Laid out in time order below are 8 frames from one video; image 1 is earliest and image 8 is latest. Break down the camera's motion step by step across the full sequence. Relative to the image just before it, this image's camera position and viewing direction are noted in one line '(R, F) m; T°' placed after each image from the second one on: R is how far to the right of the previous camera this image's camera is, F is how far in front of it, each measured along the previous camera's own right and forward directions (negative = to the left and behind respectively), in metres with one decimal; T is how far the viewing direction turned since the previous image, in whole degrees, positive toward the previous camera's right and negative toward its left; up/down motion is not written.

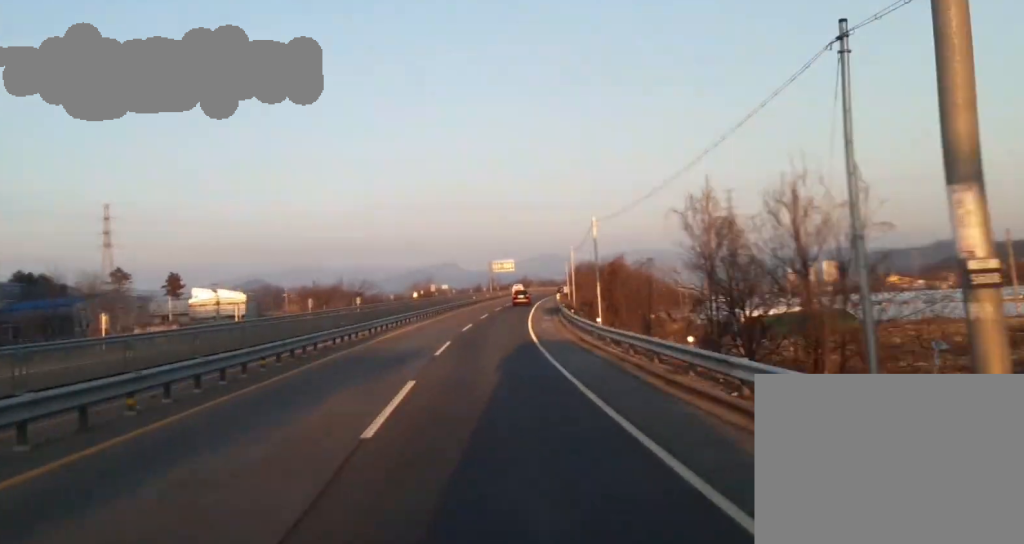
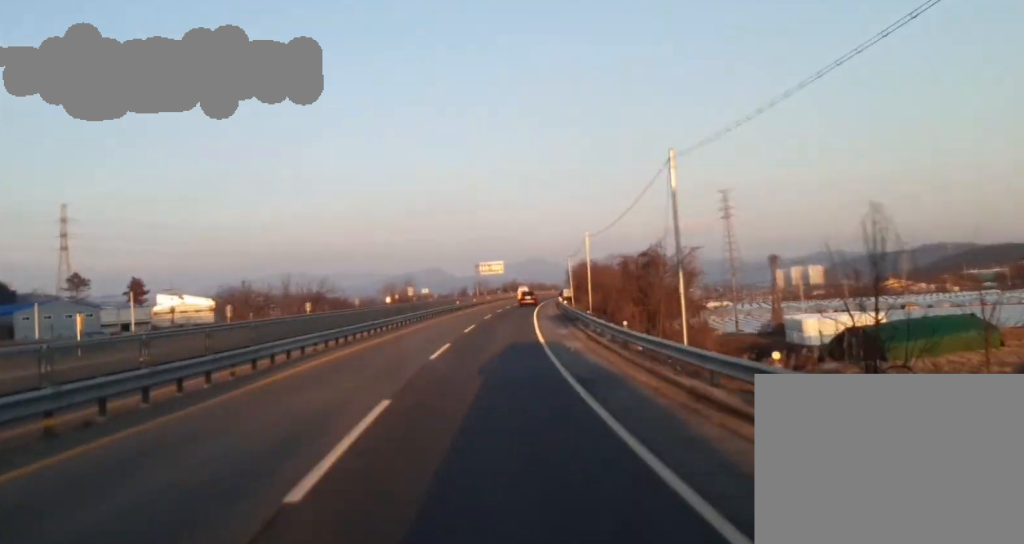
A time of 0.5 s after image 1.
(0.0, +23.0) m; +1°
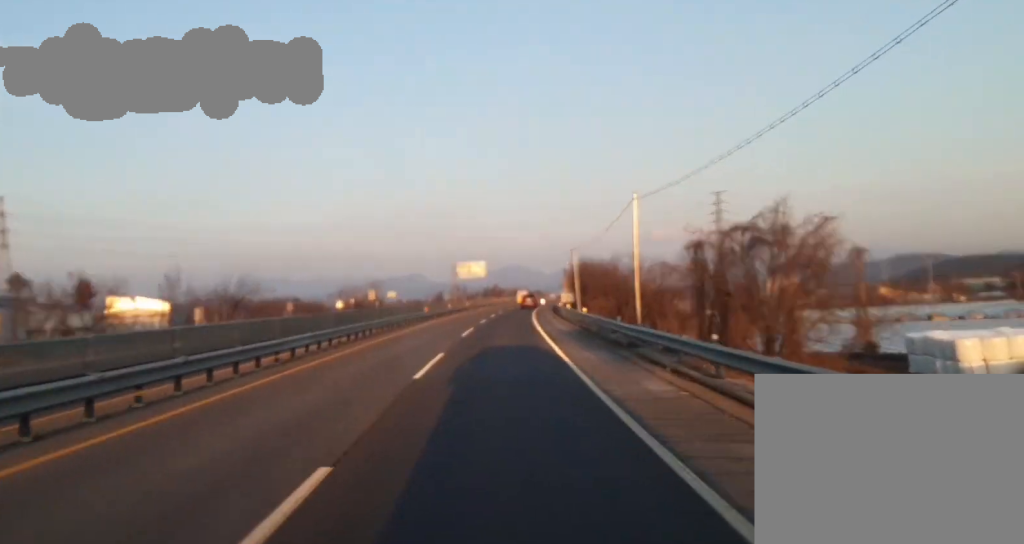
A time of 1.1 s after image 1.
(+0.3, +27.1) m; +1°
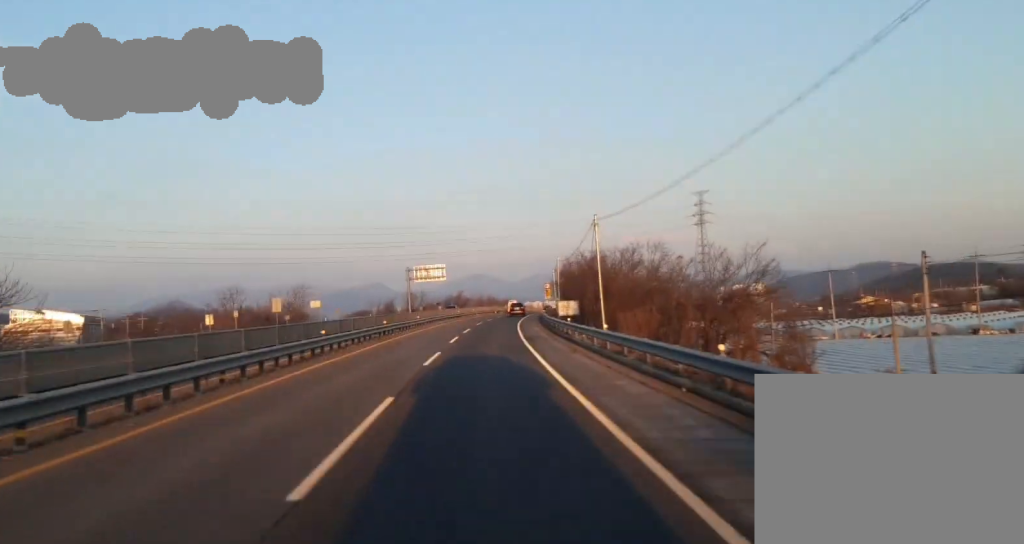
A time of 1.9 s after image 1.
(+0.3, +34.3) m; +1°
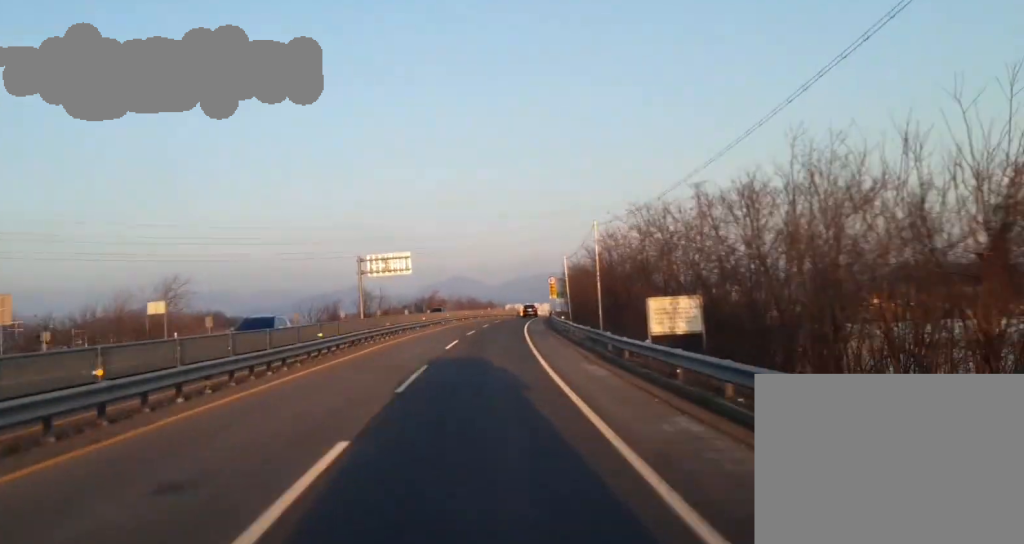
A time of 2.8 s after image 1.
(+0.4, +42.4) m; +2°
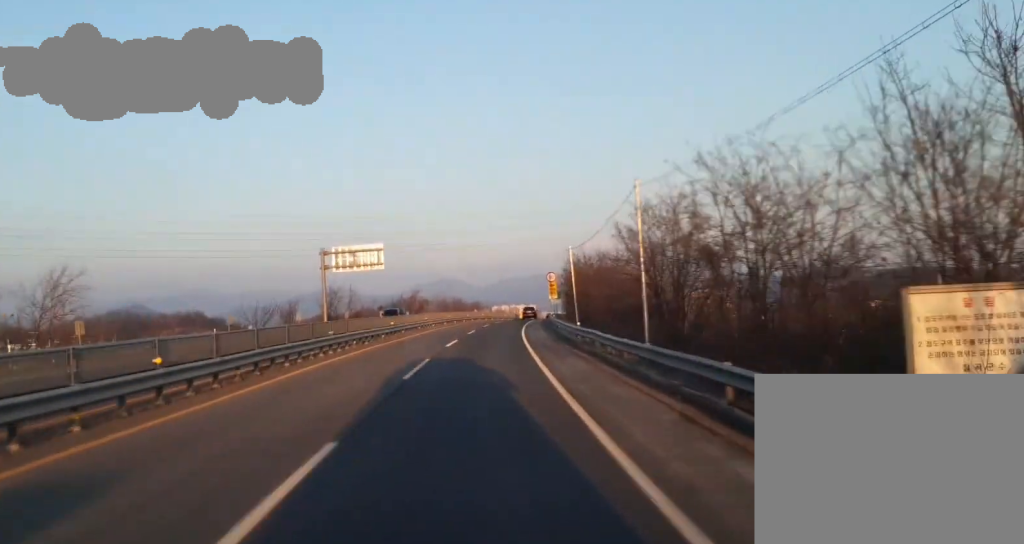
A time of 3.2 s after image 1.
(+0.3, +17.3) m; +1°
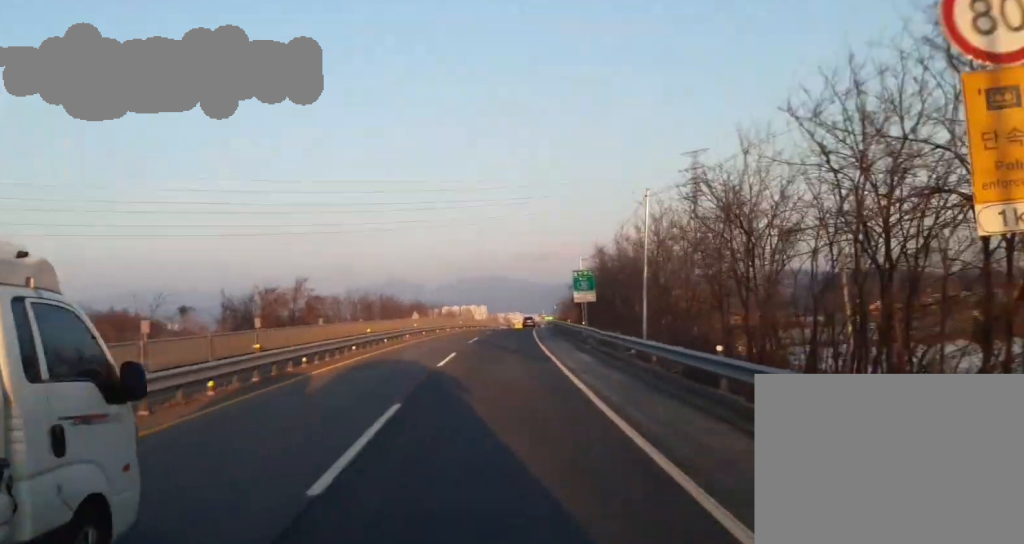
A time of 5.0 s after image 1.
(+1.9, +75.4) m; +2°
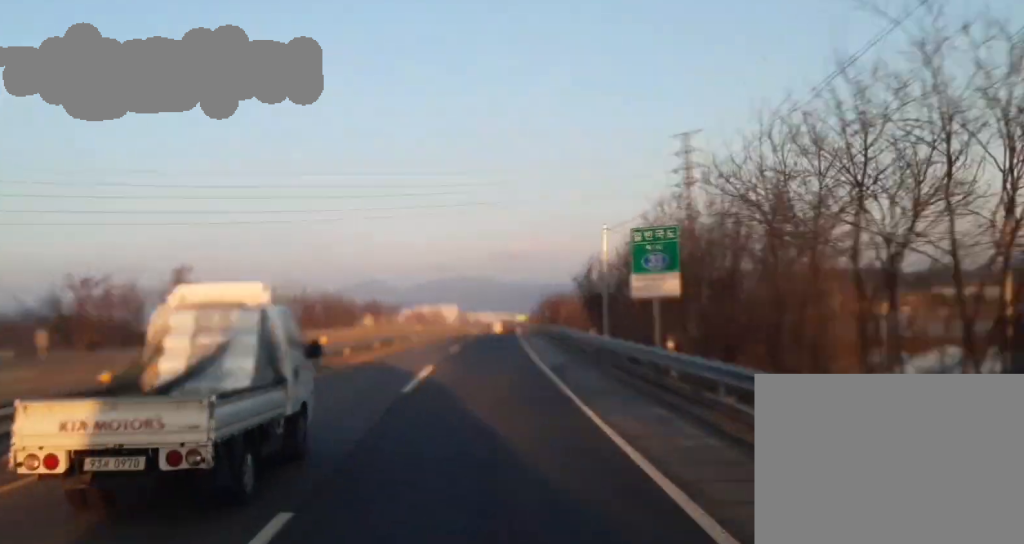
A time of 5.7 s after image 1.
(-0.1, +29.6) m; +1°
